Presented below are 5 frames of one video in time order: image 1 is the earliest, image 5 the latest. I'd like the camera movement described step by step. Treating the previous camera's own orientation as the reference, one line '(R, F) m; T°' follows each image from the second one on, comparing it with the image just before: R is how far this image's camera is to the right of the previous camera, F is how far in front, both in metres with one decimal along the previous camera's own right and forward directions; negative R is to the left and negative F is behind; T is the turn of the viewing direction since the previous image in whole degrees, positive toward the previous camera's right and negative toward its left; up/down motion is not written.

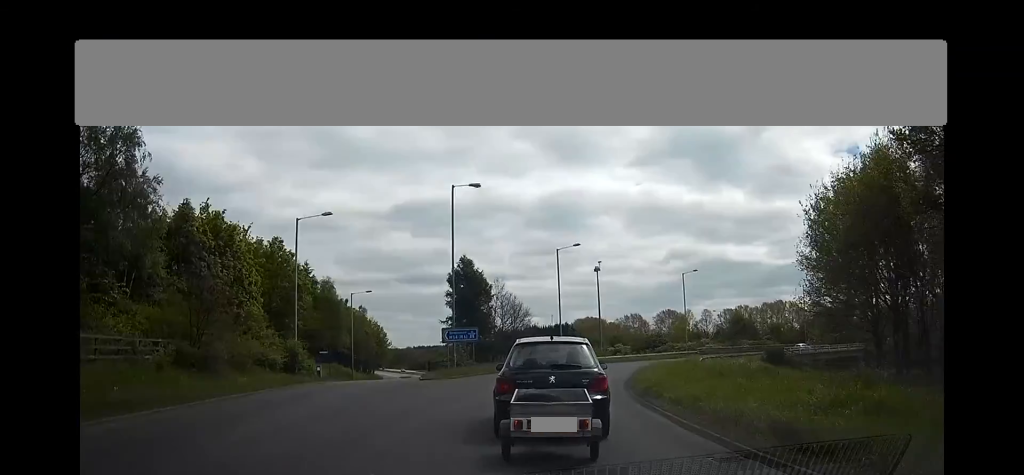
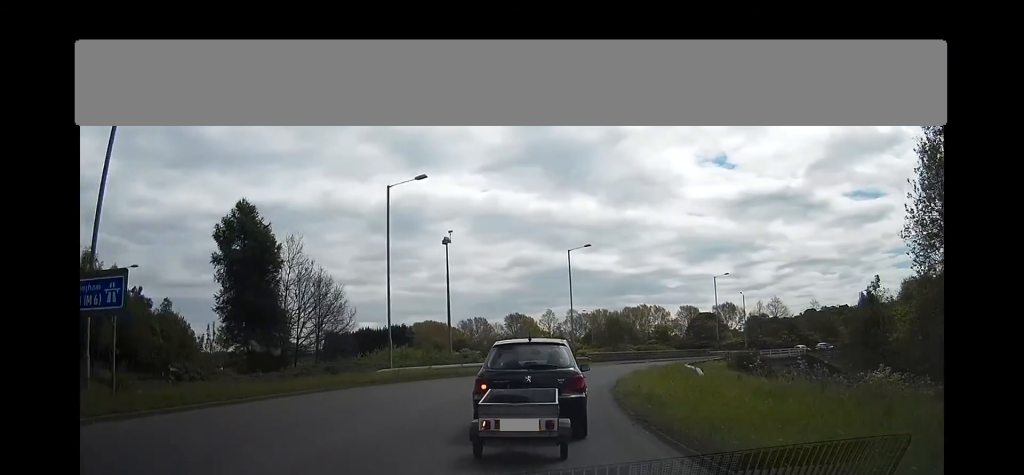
(+3.7, +26.8) m; +14°
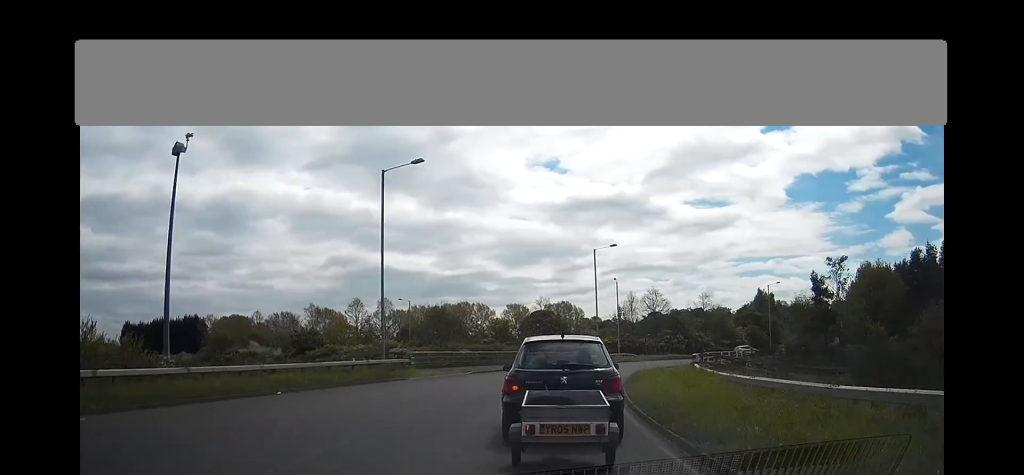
(+3.0, +29.2) m; +19°
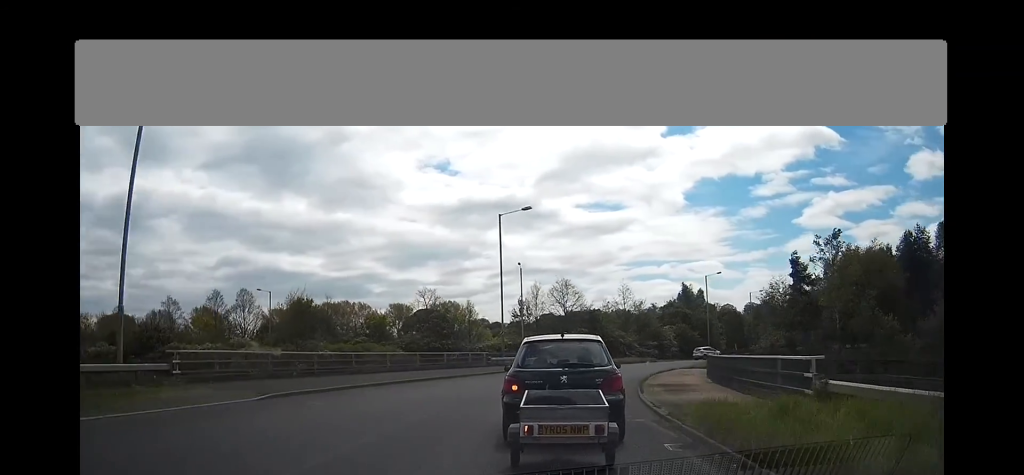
(+3.4, +18.5) m; +14°
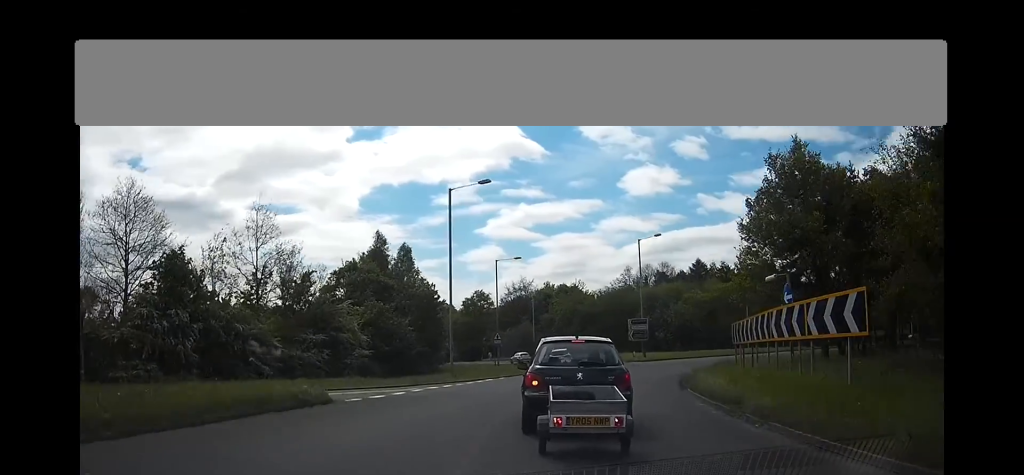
(+14.6, +49.6) m; +32°
